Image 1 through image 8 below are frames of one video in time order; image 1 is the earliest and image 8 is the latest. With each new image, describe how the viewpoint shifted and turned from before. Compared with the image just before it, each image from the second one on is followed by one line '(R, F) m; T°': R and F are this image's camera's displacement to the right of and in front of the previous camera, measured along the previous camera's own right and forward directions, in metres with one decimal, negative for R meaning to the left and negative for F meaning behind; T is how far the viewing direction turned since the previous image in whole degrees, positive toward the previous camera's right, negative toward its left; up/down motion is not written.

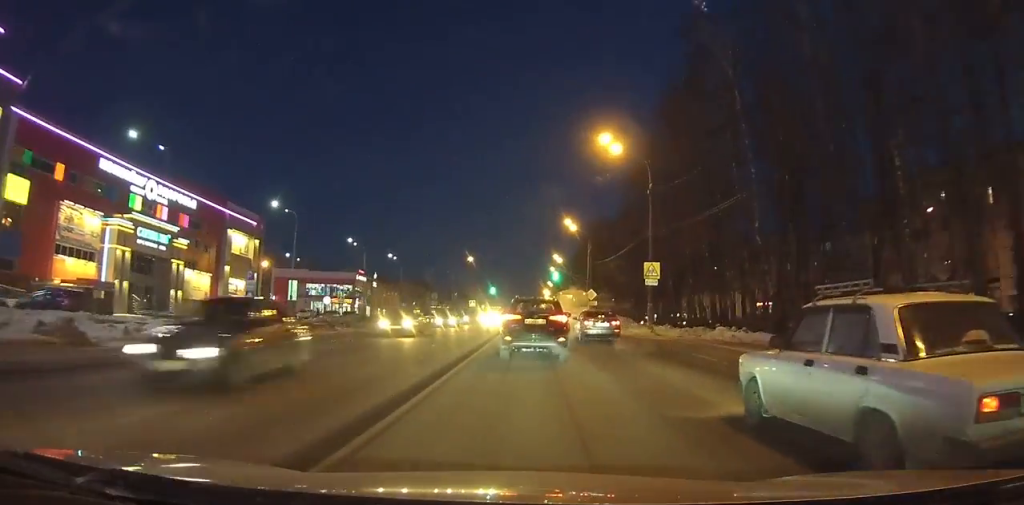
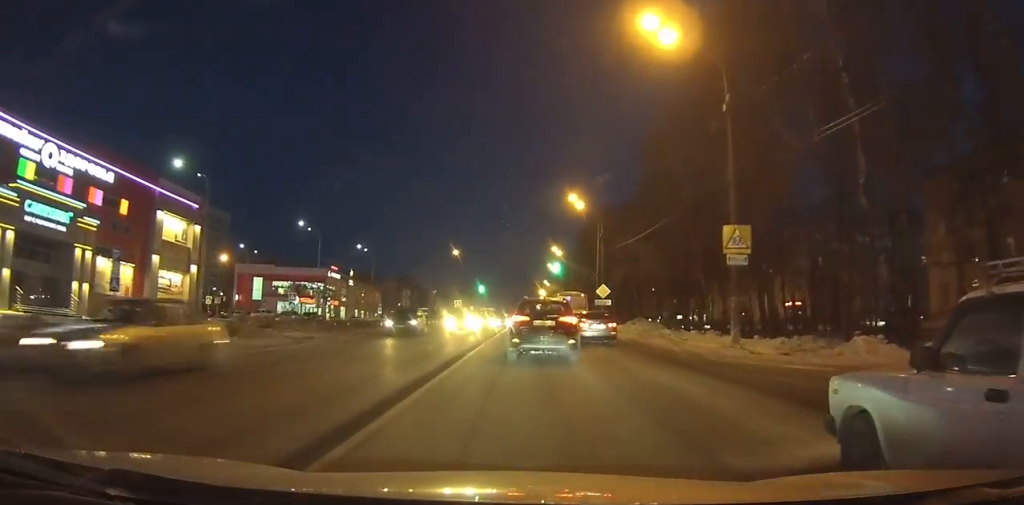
(-0.1, +13.1) m; +1°
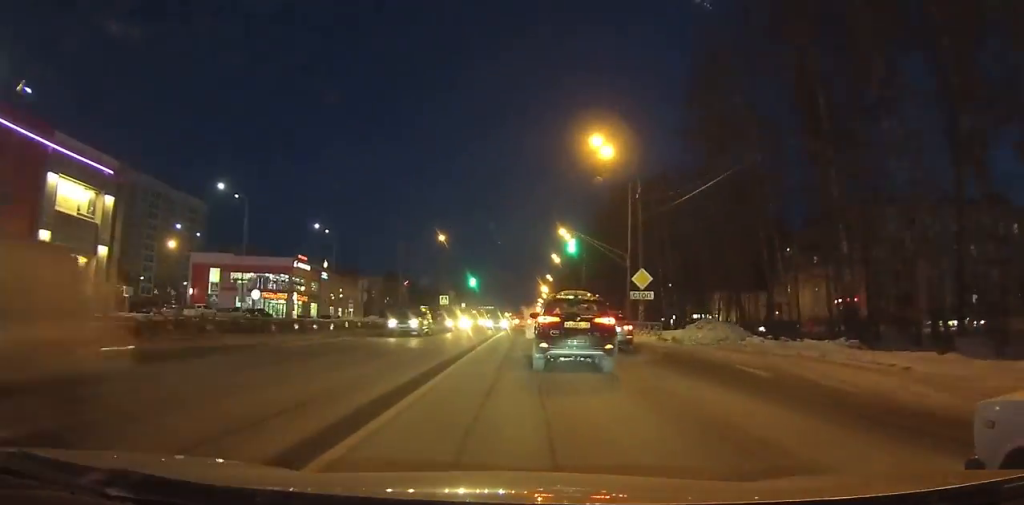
(+0.2, +13.7) m; +1°
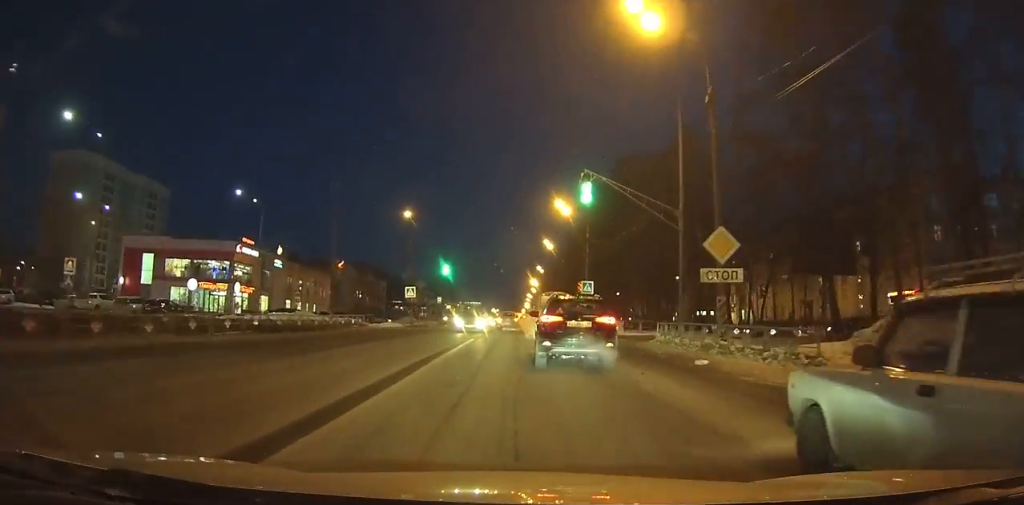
(+0.3, +16.6) m; +1°
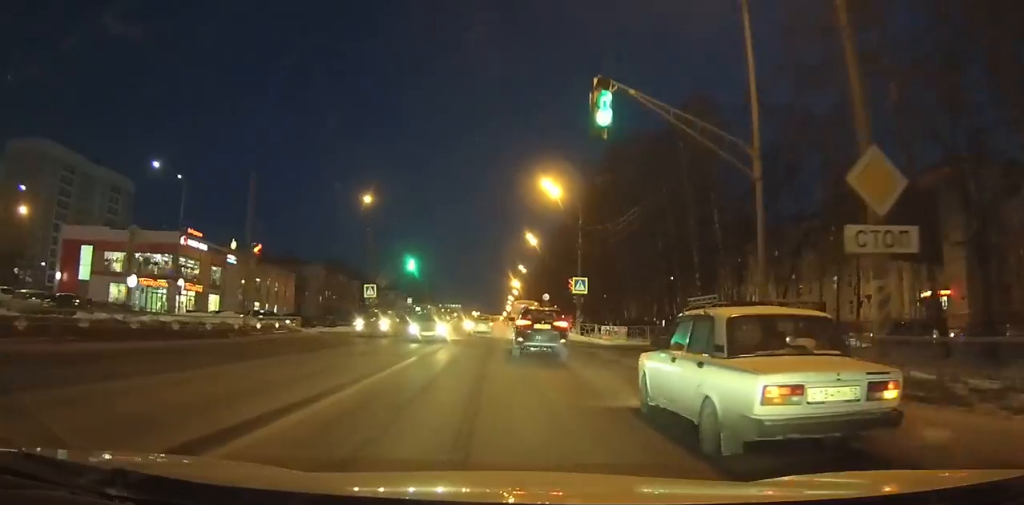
(0.0, +14.1) m; -1°
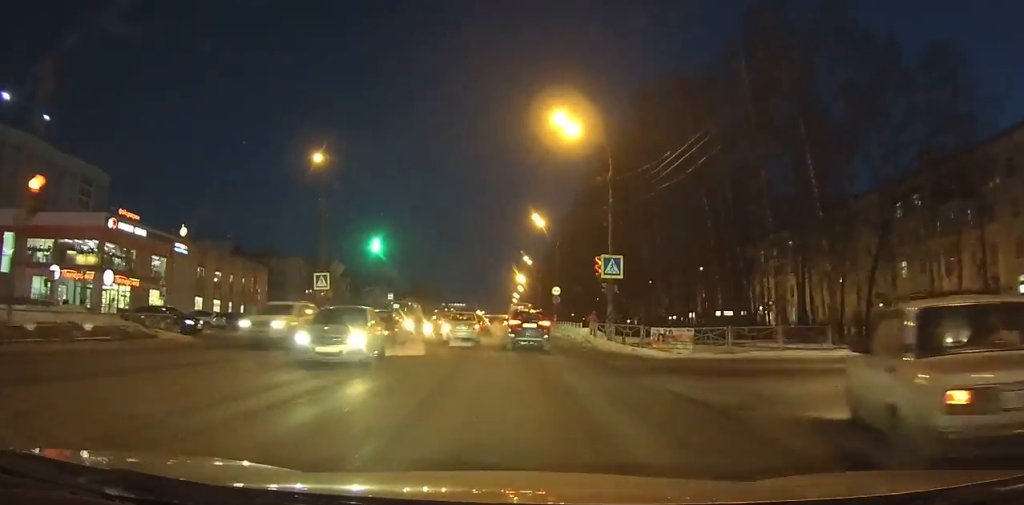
(-0.2, +17.6) m; -1°
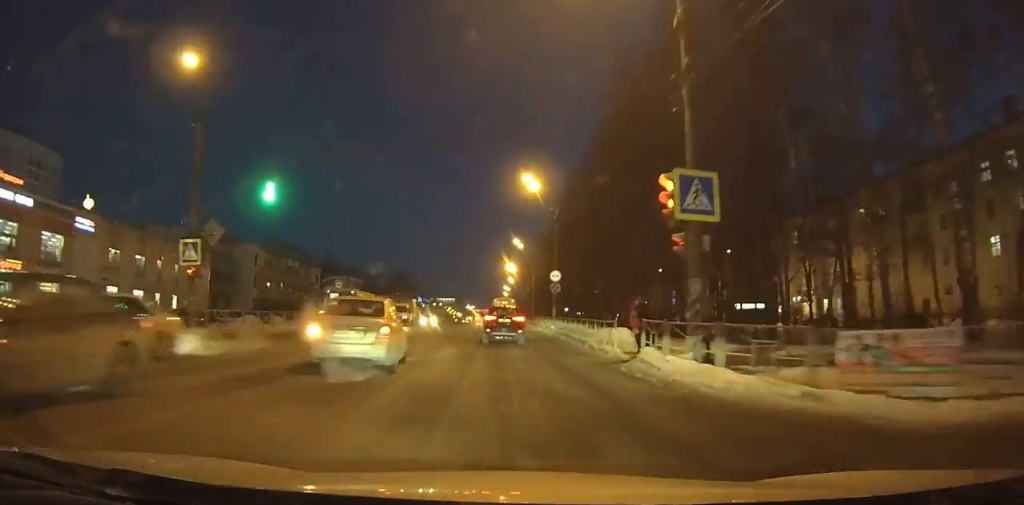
(-0.1, +15.3) m; -1°
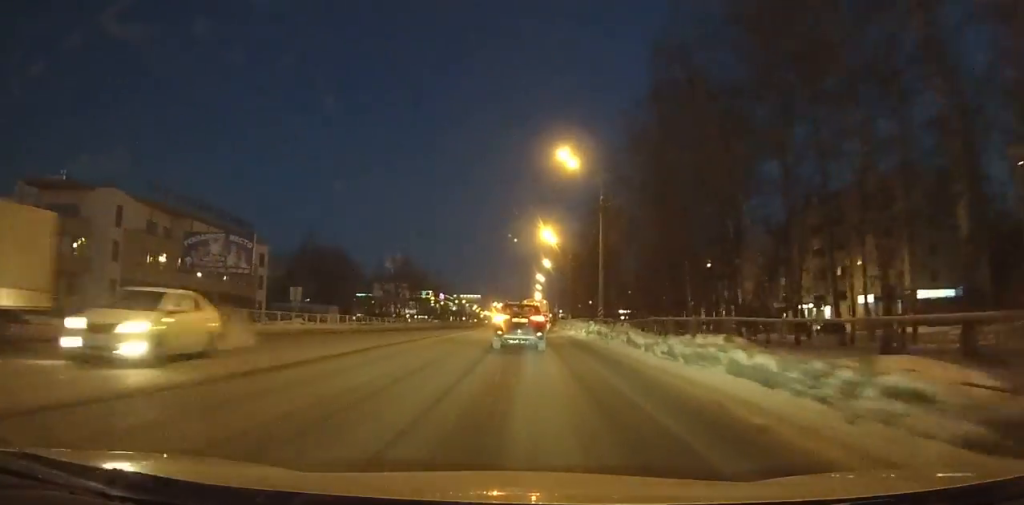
(-0.5, +41.8) m; -2°
